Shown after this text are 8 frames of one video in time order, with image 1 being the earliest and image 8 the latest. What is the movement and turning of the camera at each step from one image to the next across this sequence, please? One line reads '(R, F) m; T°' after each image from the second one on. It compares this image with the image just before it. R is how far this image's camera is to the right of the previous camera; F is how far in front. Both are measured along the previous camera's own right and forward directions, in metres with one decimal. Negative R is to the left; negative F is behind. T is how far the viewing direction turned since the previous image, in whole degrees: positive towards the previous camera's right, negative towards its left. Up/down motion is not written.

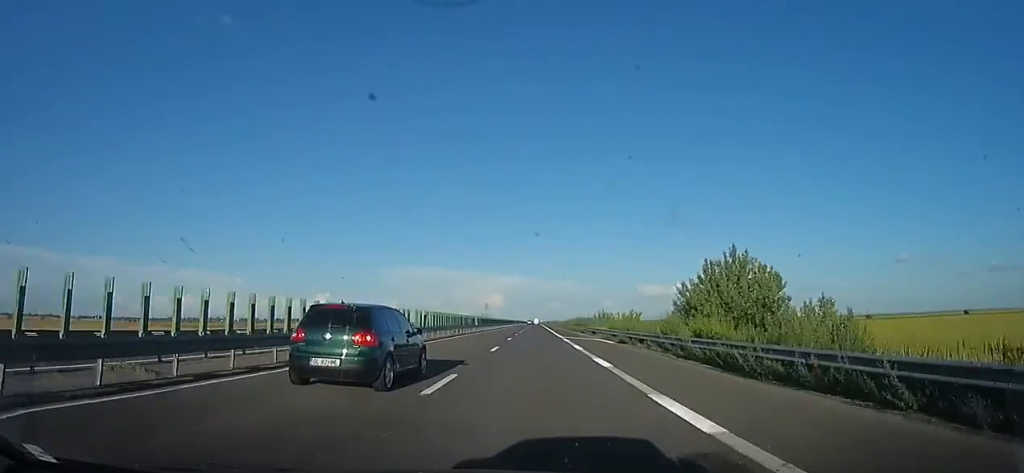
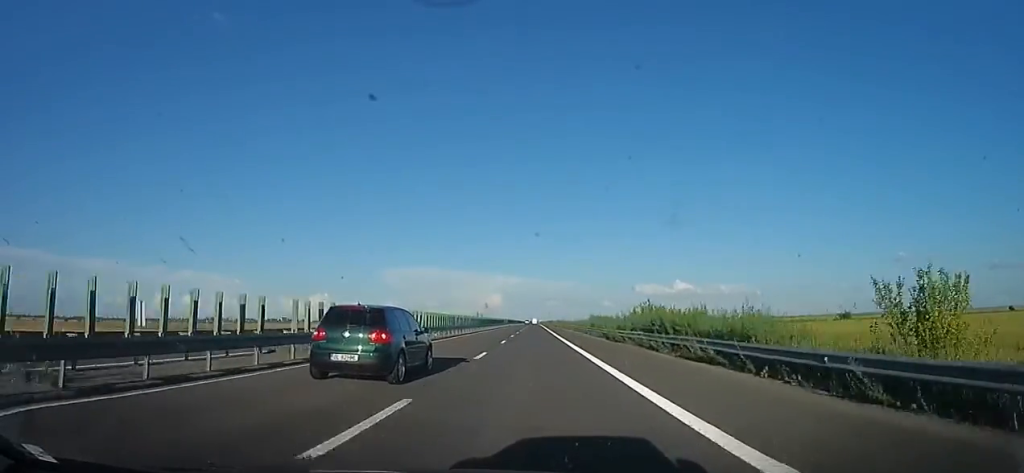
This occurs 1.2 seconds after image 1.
(-0.2, +40.6) m; -2°
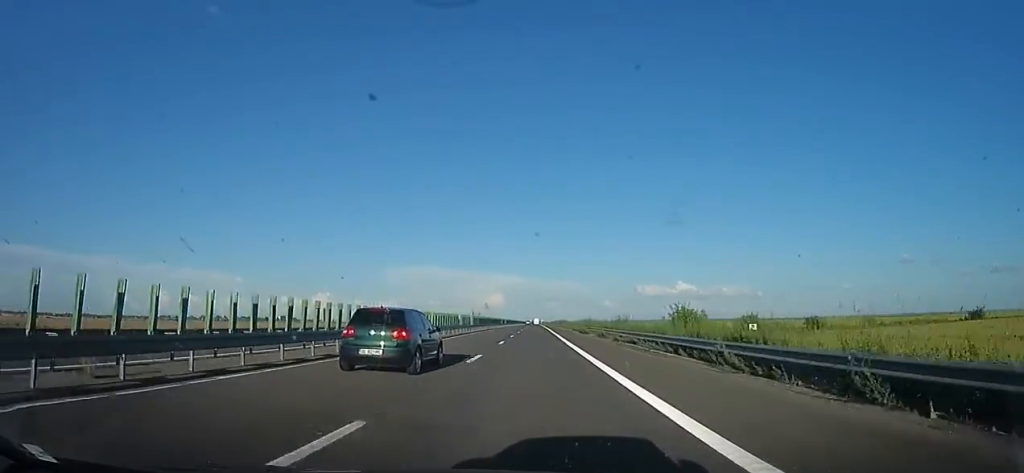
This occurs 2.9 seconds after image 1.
(-0.8, +62.4) m; +1°
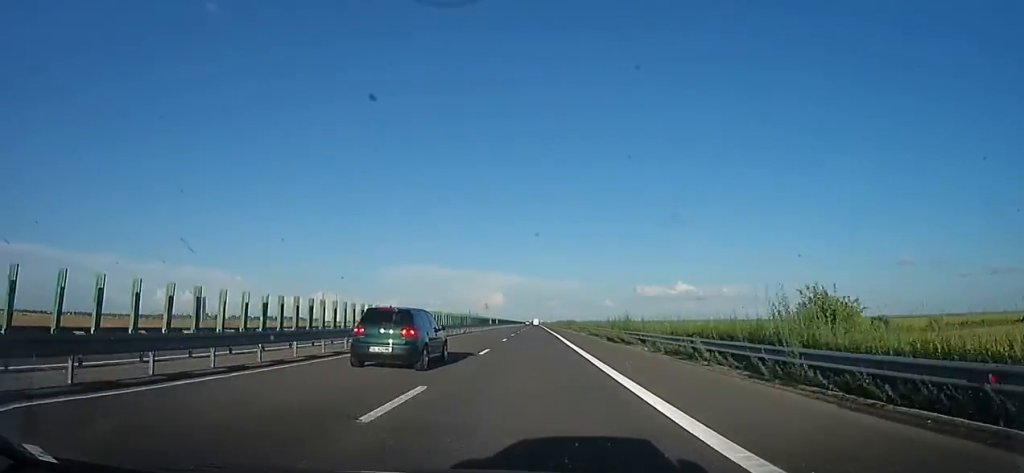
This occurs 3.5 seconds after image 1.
(+0.9, +21.3) m; 0°
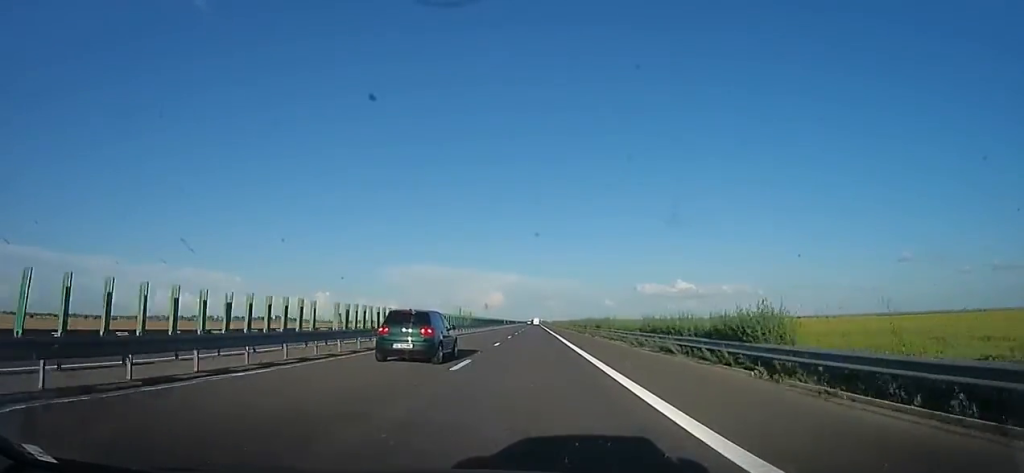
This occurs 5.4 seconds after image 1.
(0.0, +66.6) m; 0°
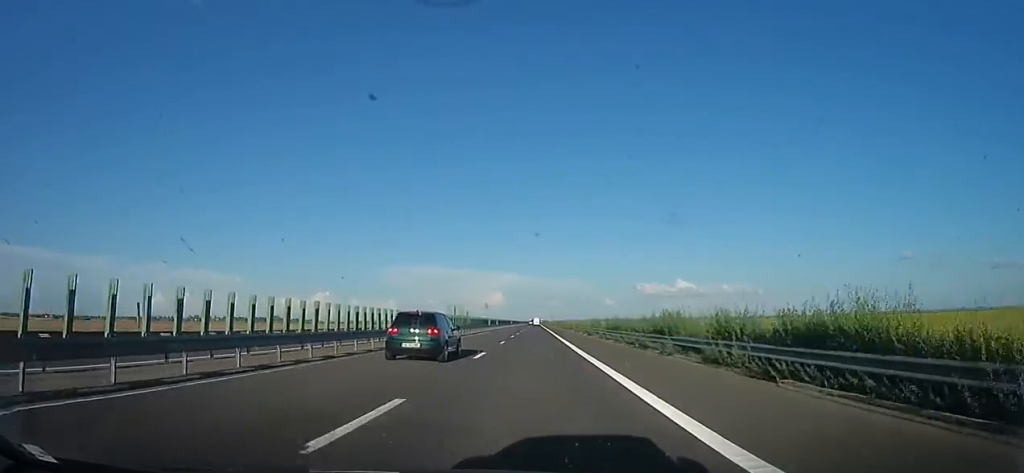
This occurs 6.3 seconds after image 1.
(-0.6, +32.4) m; 0°
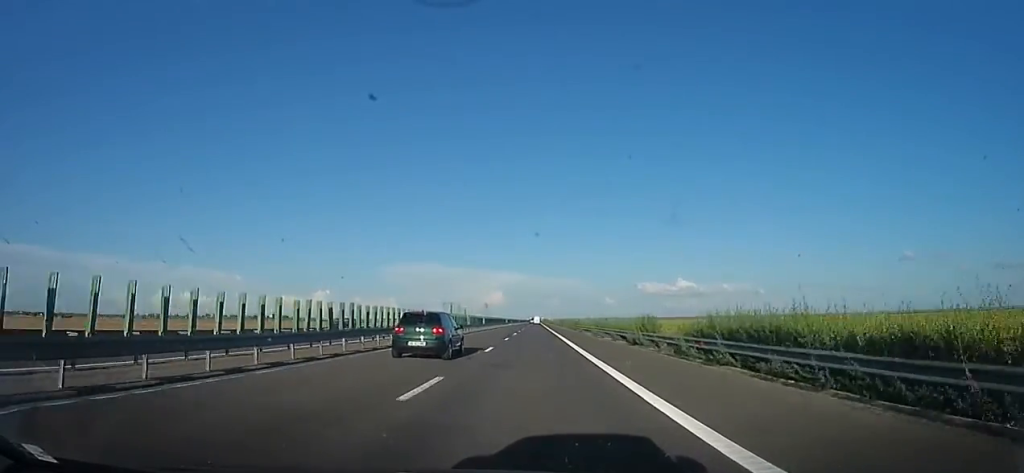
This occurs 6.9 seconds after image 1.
(-0.1, +21.2) m; 0°
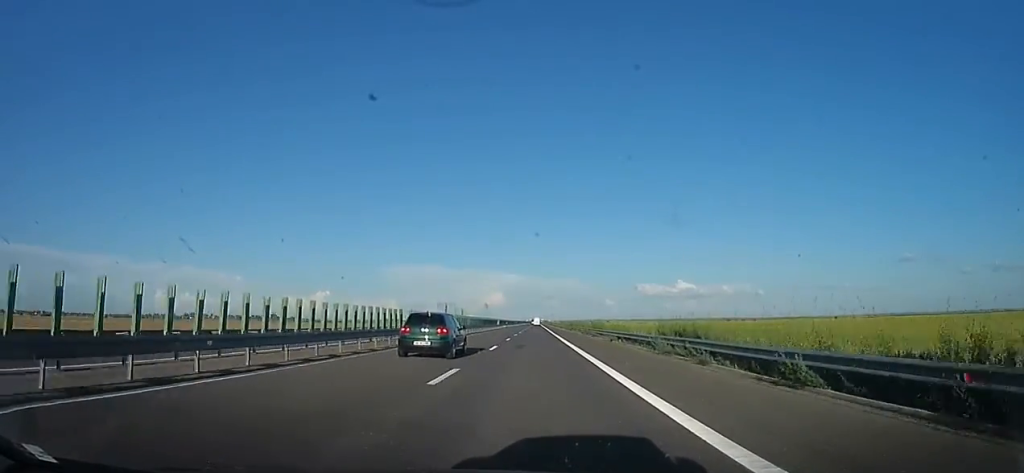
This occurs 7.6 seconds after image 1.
(+1.1, +22.9) m; 0°
